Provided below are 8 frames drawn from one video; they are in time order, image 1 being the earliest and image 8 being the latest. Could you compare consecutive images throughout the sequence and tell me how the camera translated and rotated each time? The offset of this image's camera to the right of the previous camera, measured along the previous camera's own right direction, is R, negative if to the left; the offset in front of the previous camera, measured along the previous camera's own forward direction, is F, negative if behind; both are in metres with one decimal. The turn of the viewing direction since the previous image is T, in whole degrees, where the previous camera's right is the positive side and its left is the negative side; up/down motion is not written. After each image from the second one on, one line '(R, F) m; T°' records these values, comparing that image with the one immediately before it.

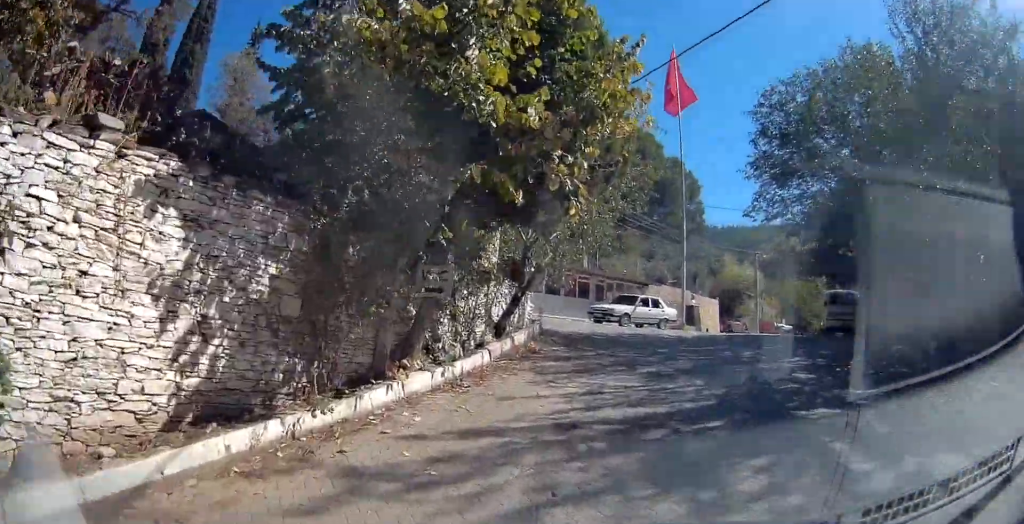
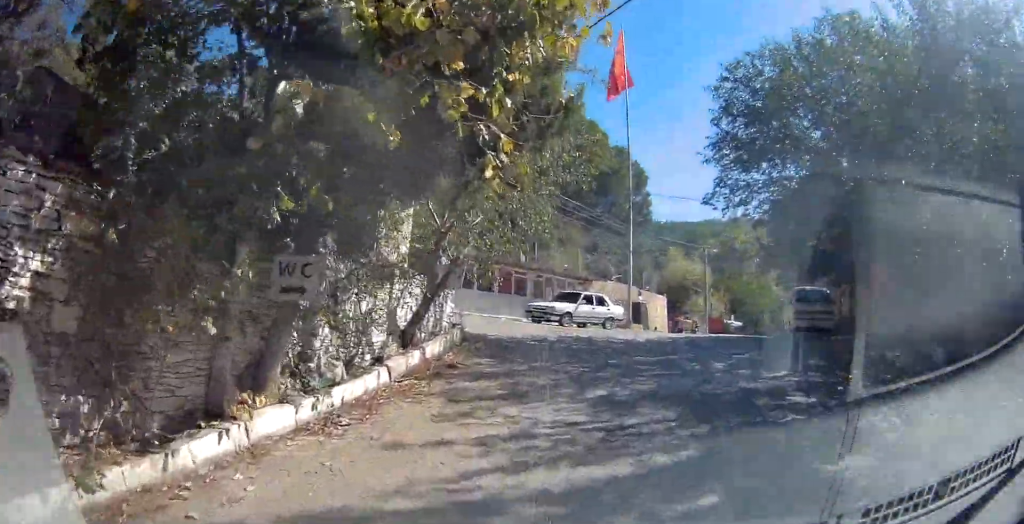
(+0.1, +2.4) m; +7°
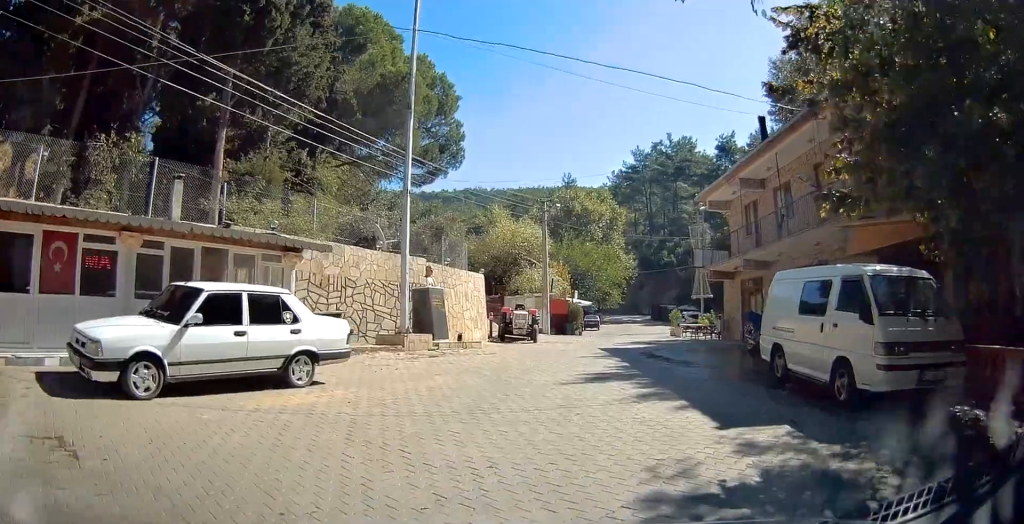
(+3.3, +13.4) m; +21°
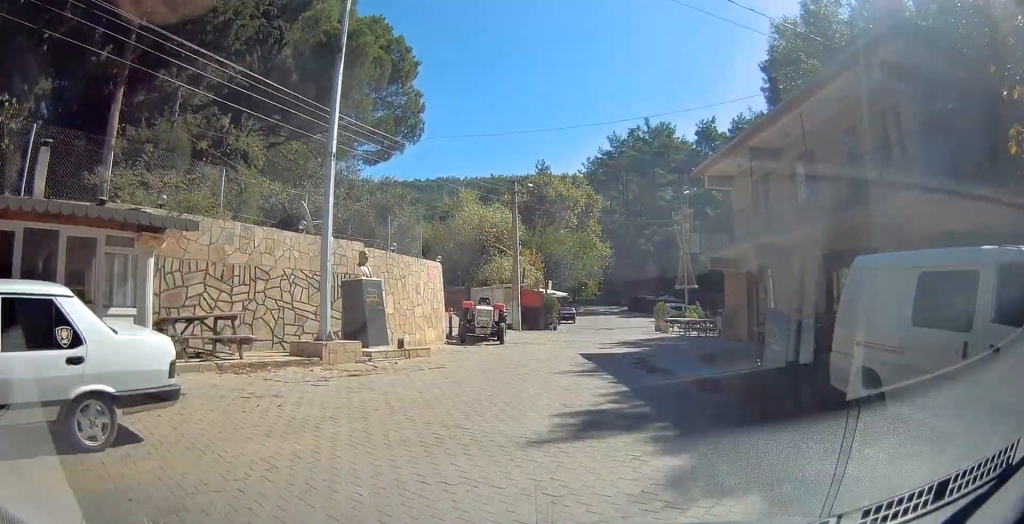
(+0.1, +4.0) m; +4°
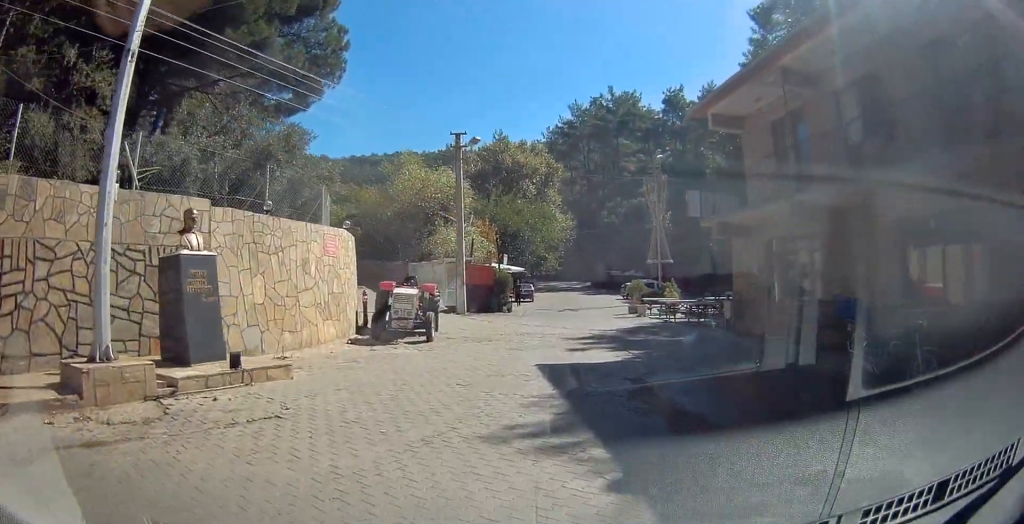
(+0.3, +5.4) m; +4°
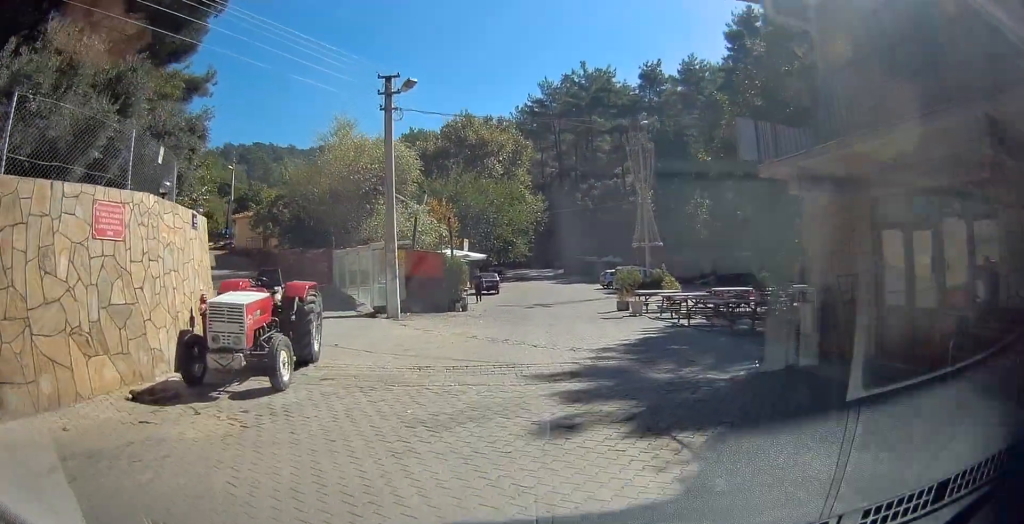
(+0.1, +6.0) m; +3°
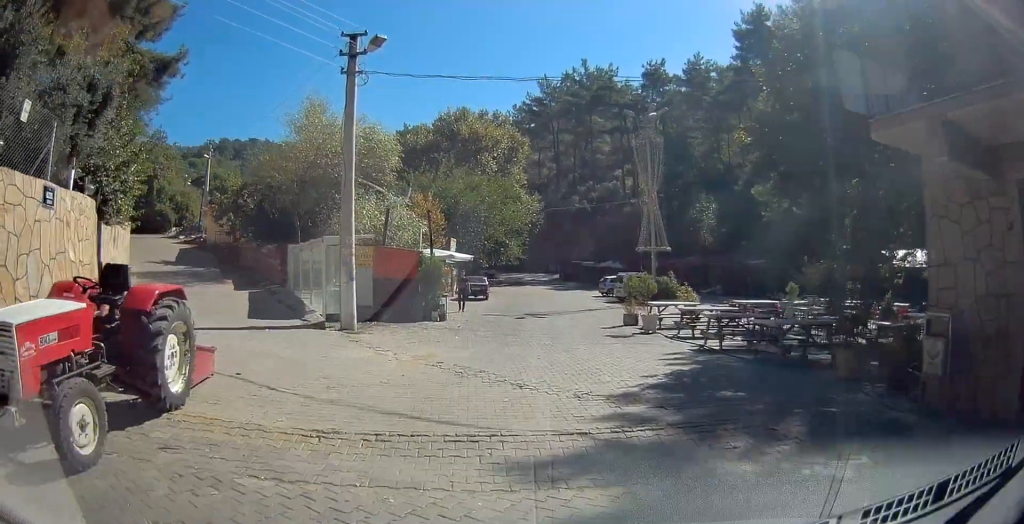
(+0.1, +3.2) m; +2°
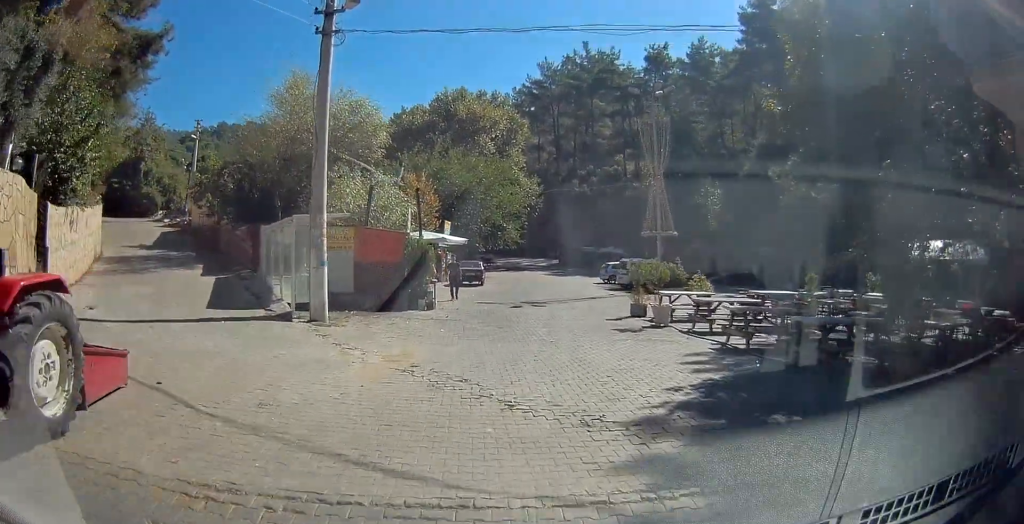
(0.0, +1.5) m; 0°
